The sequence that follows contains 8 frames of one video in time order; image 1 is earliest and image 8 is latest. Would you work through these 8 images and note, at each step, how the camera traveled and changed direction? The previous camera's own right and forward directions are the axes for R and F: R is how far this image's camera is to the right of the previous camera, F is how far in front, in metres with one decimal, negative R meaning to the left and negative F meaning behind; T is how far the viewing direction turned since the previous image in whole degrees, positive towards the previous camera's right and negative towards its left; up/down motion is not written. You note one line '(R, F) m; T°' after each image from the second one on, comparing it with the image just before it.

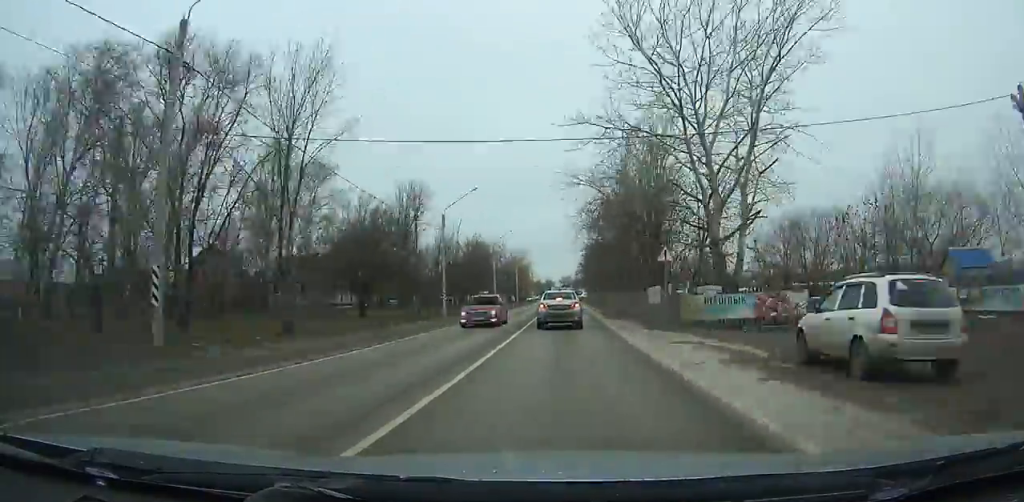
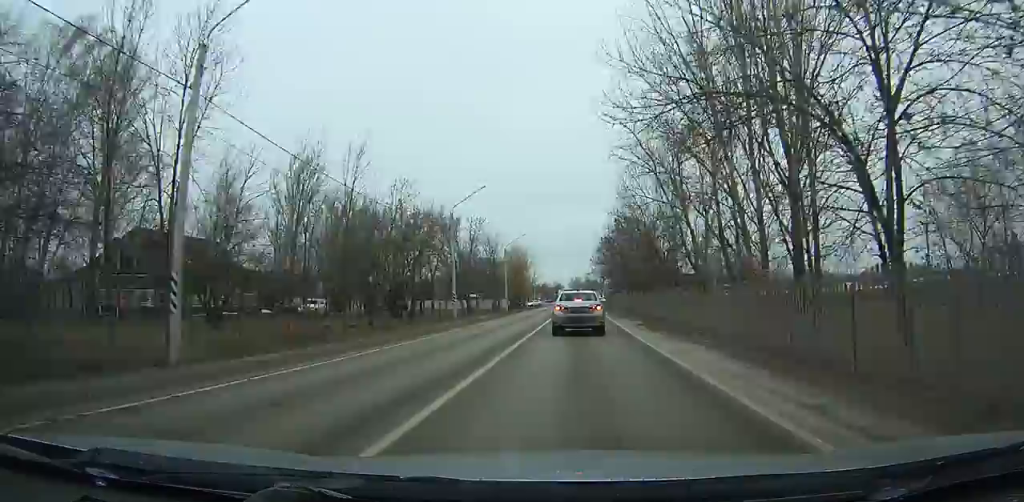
(+0.1, +30.6) m; 0°
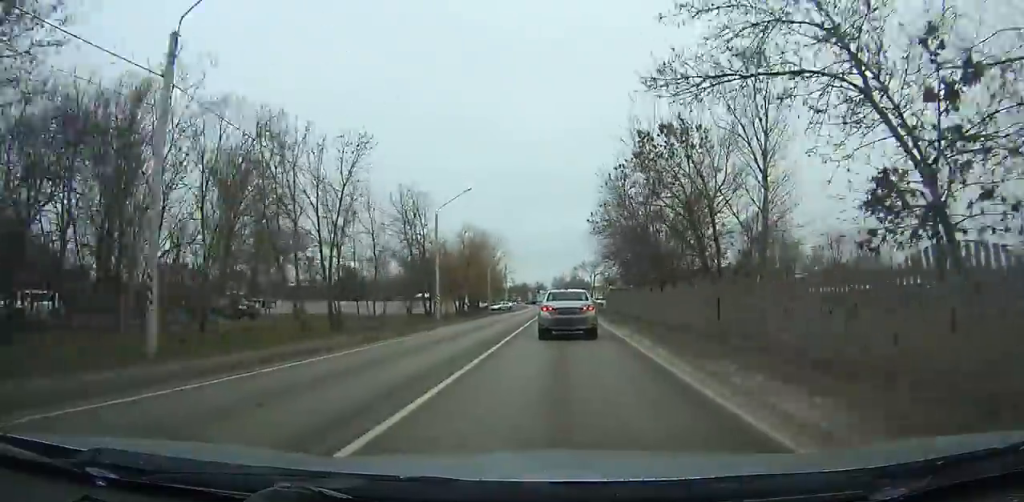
(+0.2, +33.3) m; 0°
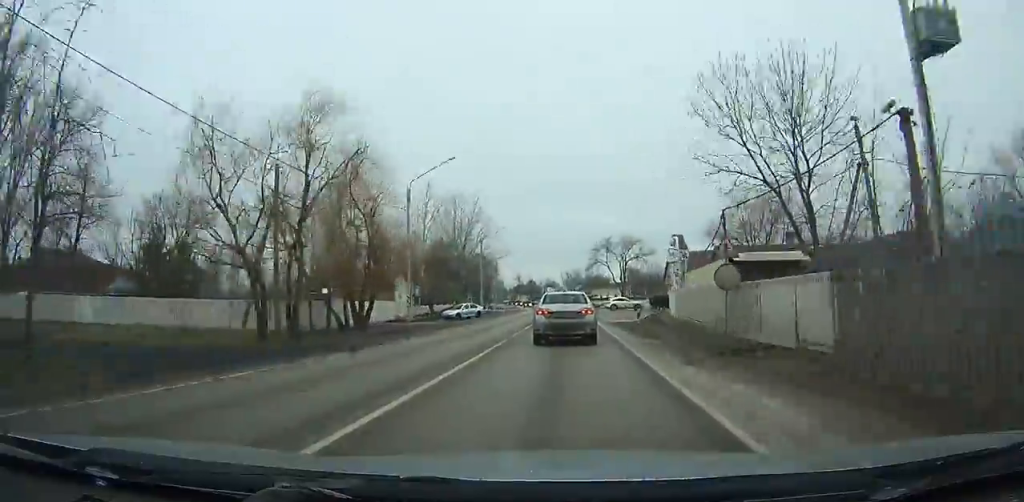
(+0.1, +45.7) m; -1°
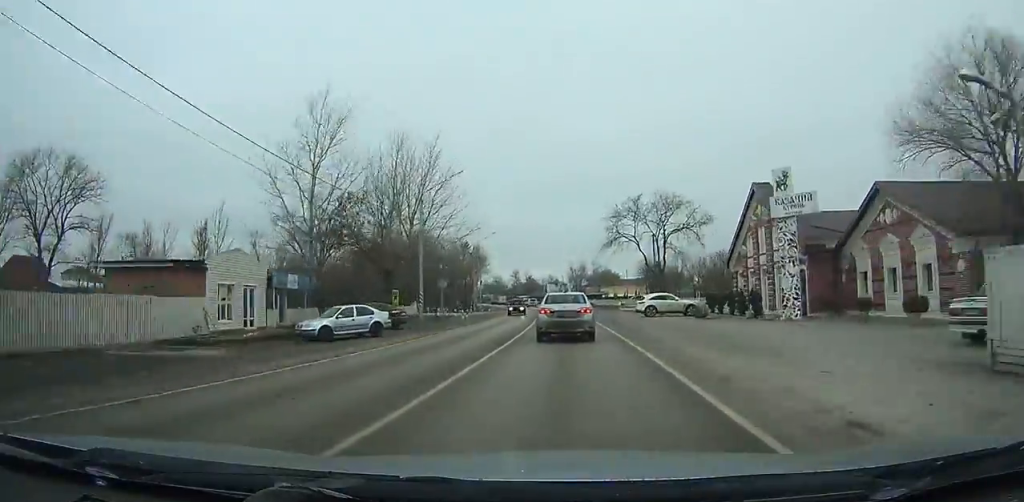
(-0.3, +31.6) m; -2°
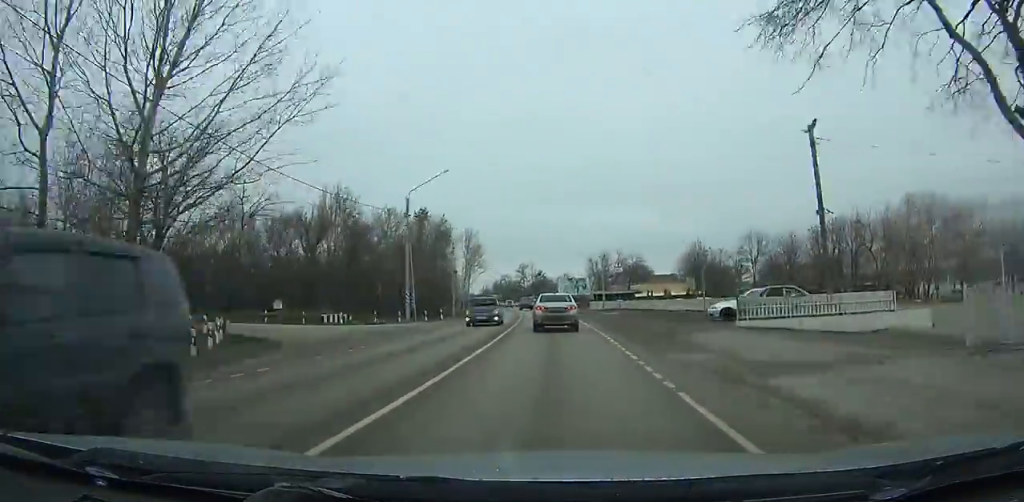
(-1.1, +42.0) m; -4°
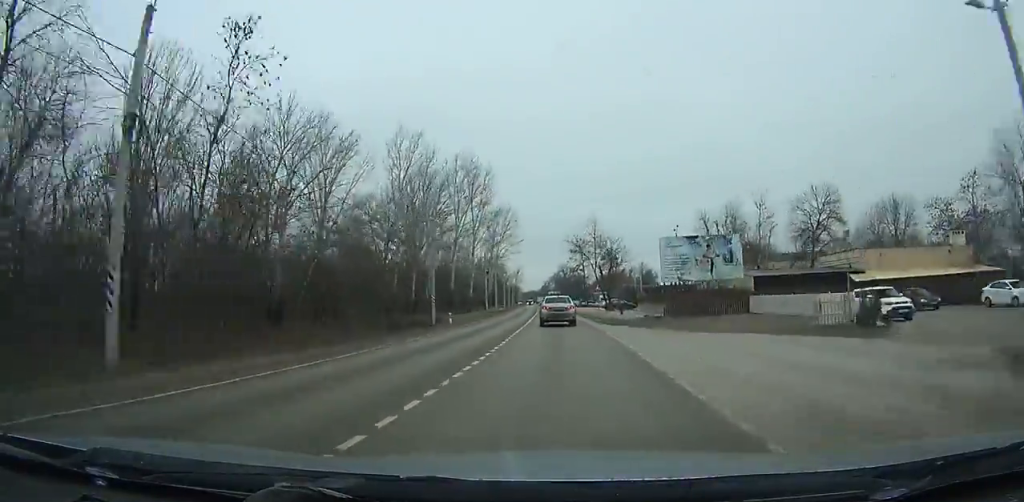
(-3.7, +66.4) m; -6°
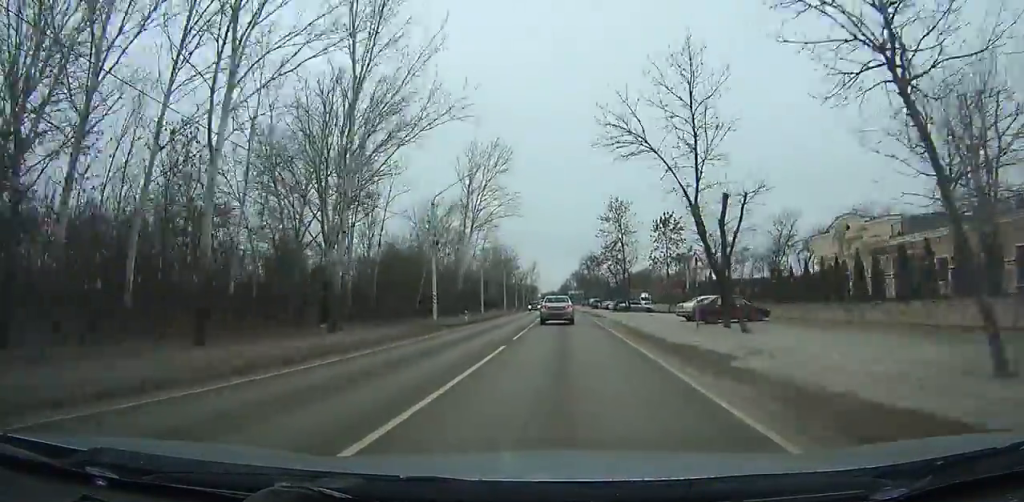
(-0.9, +45.5) m; -2°
